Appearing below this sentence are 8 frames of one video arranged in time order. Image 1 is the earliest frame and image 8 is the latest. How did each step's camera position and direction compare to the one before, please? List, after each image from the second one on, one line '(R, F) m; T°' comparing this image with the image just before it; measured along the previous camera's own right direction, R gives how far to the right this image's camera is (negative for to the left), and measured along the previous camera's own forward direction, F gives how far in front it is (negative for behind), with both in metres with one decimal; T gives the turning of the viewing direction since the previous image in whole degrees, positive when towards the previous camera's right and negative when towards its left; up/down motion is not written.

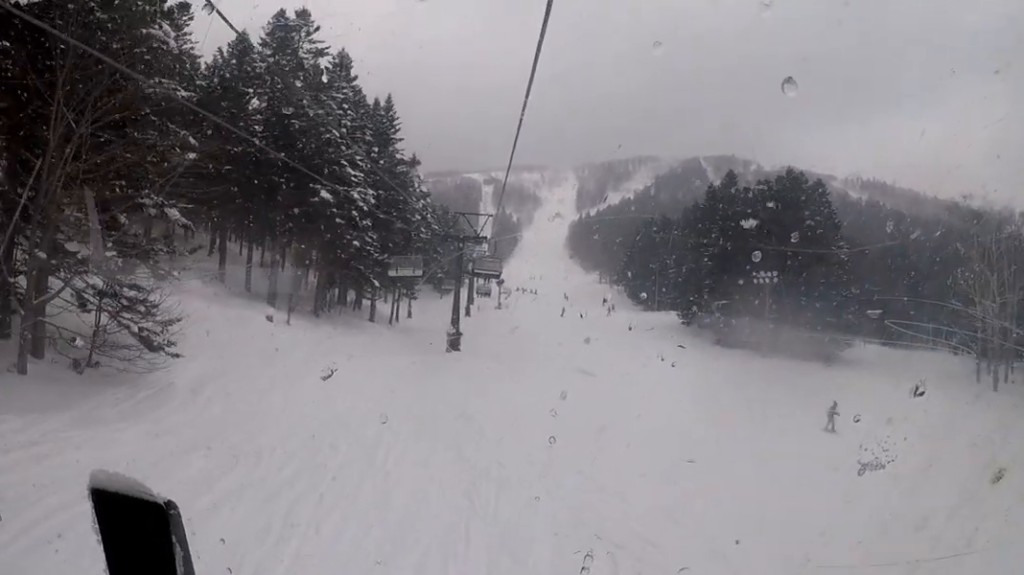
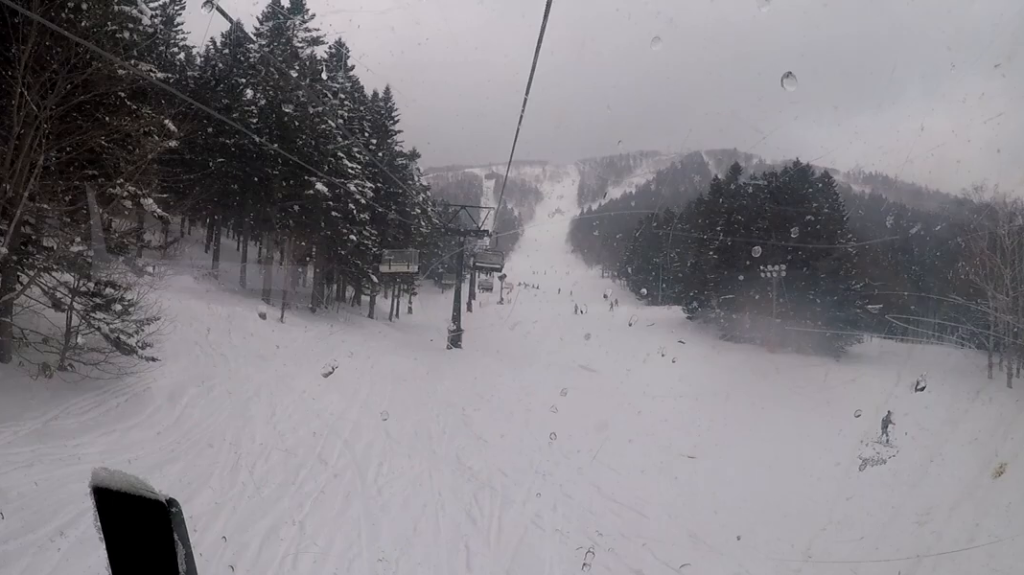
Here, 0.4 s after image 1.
(0.0, +1.5) m; 0°
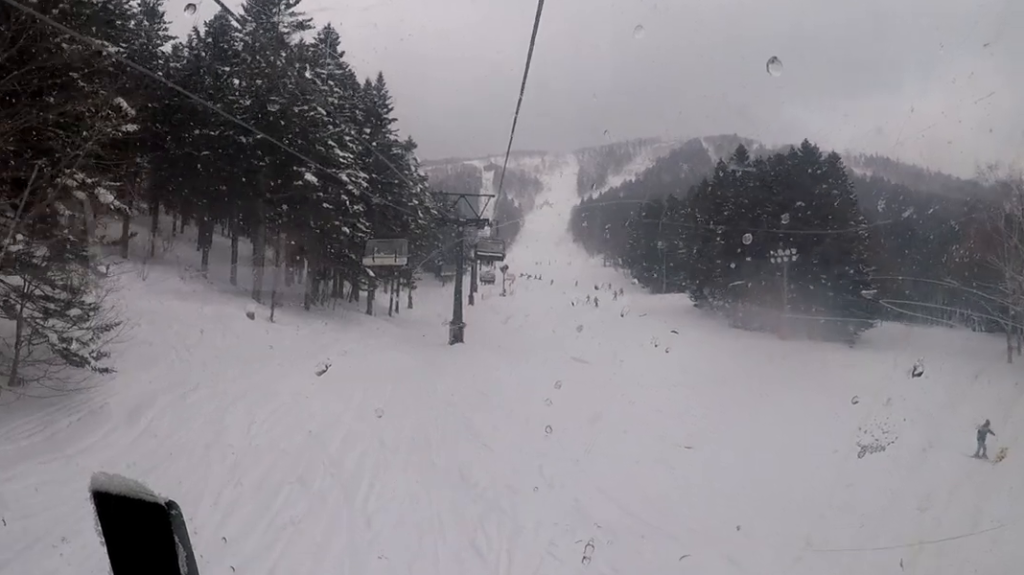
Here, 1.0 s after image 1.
(0.0, +2.2) m; 0°
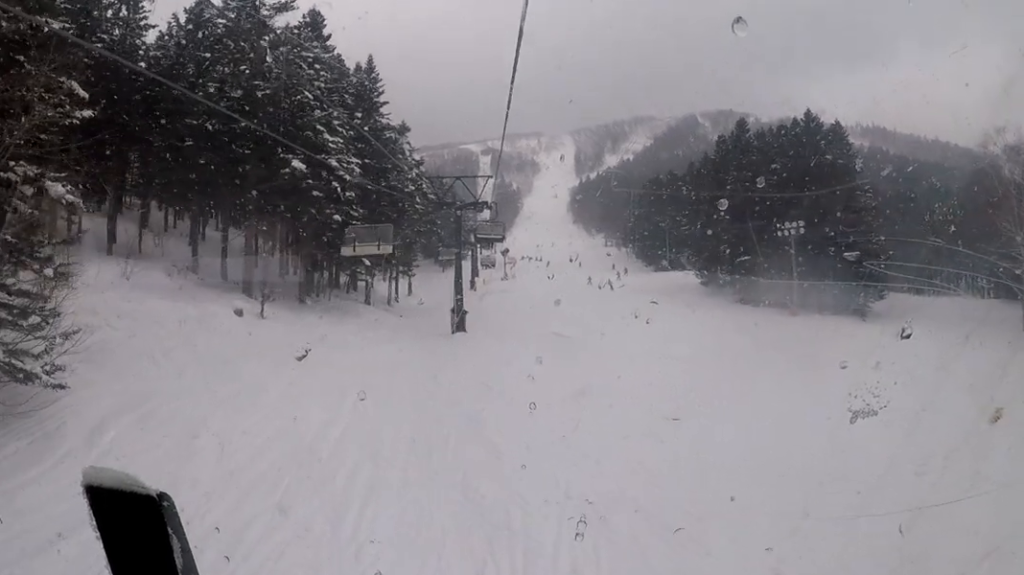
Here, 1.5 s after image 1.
(0.0, +1.8) m; 0°
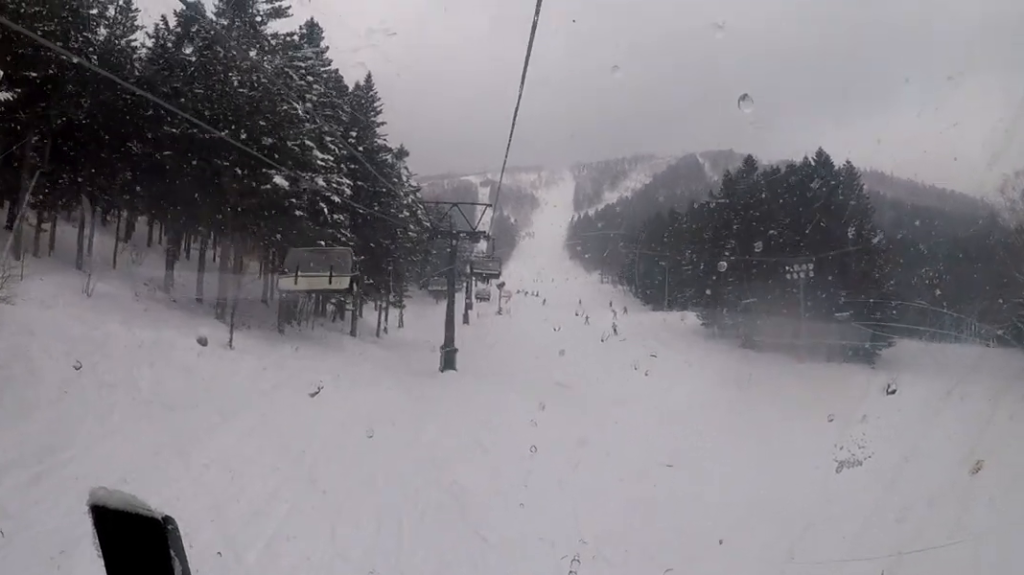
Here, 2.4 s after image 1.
(0.0, +3.4) m; 0°
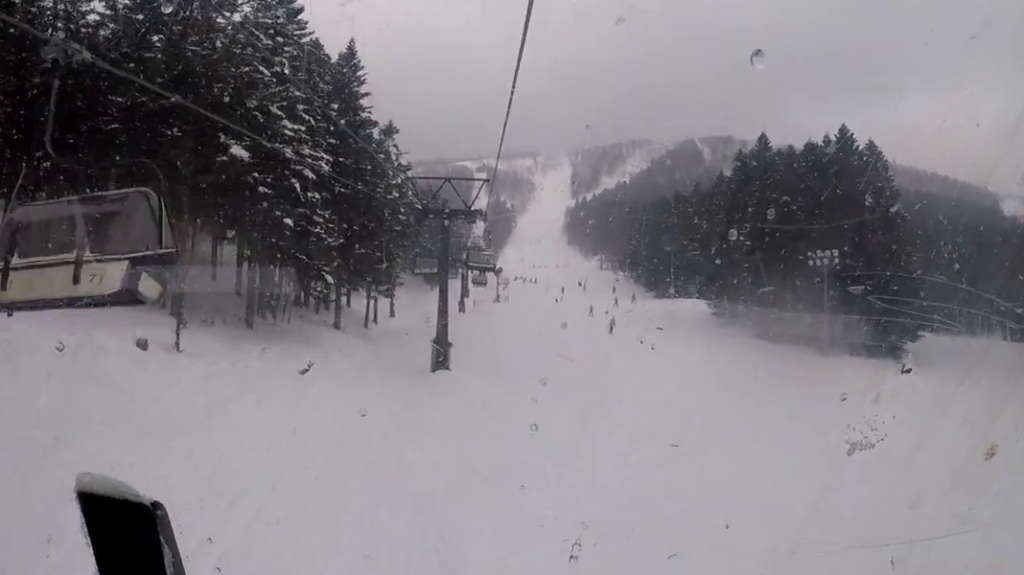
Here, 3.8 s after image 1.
(0.0, +5.7) m; 0°
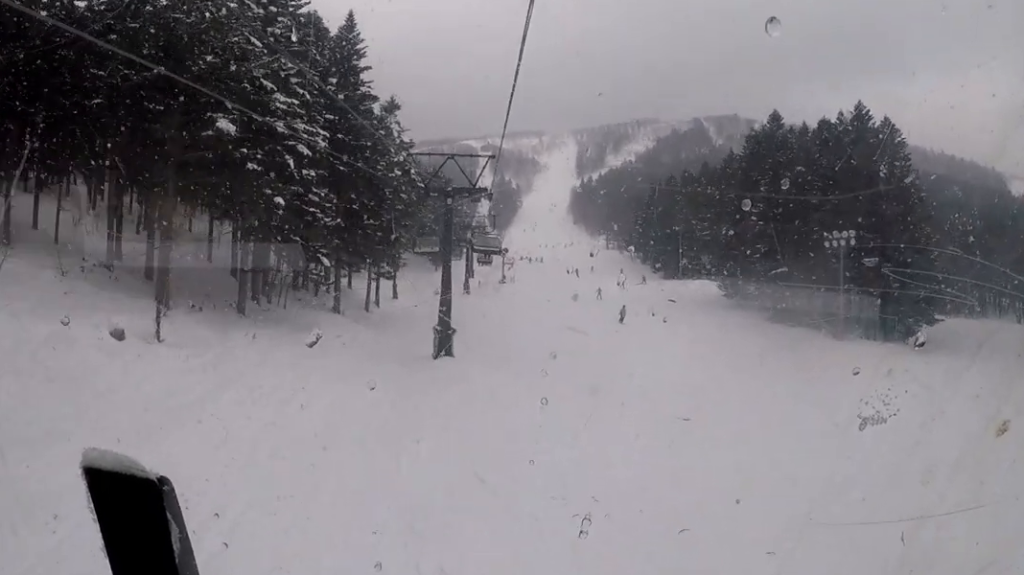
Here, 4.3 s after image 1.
(0.0, +2.2) m; 0°
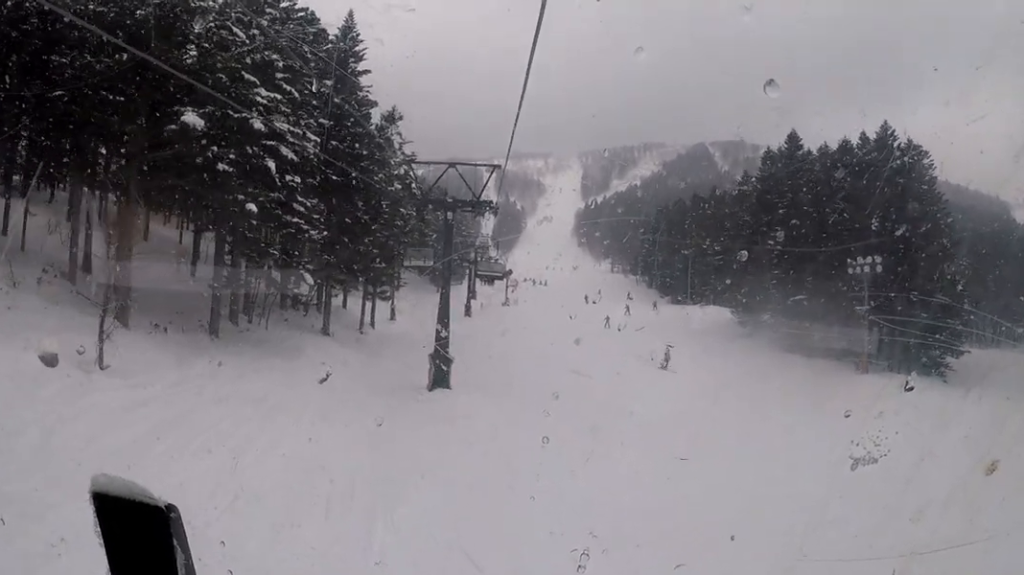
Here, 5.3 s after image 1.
(0.0, +4.1) m; 0°
